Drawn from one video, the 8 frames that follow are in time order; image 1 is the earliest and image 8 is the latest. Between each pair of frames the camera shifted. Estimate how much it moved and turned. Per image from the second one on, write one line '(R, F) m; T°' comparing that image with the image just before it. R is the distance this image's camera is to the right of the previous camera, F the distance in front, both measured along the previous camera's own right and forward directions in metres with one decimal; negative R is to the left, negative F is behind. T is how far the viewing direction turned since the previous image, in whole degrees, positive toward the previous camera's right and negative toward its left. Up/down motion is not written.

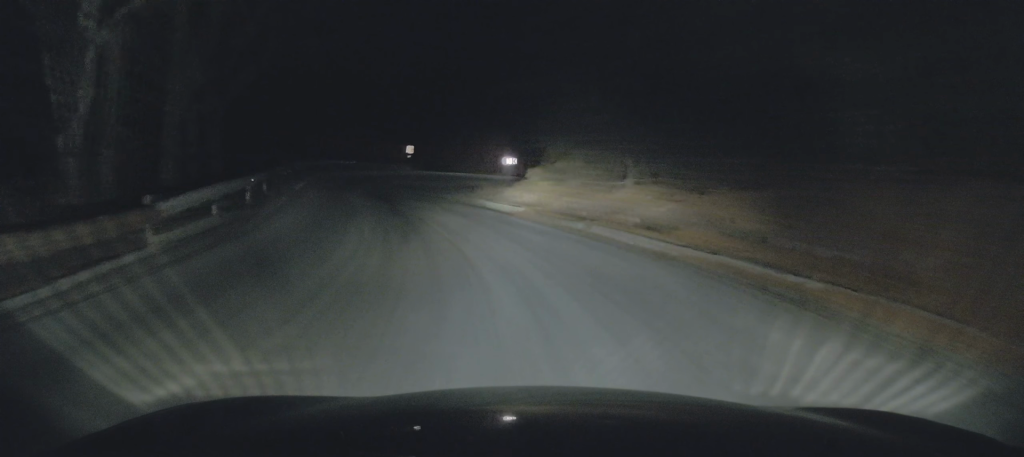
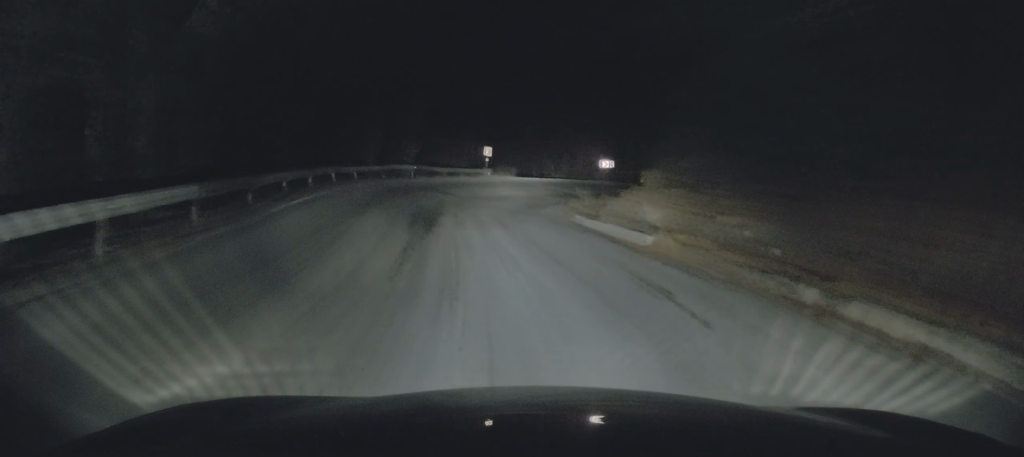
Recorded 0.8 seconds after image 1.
(-0.5, +9.6) m; -11°
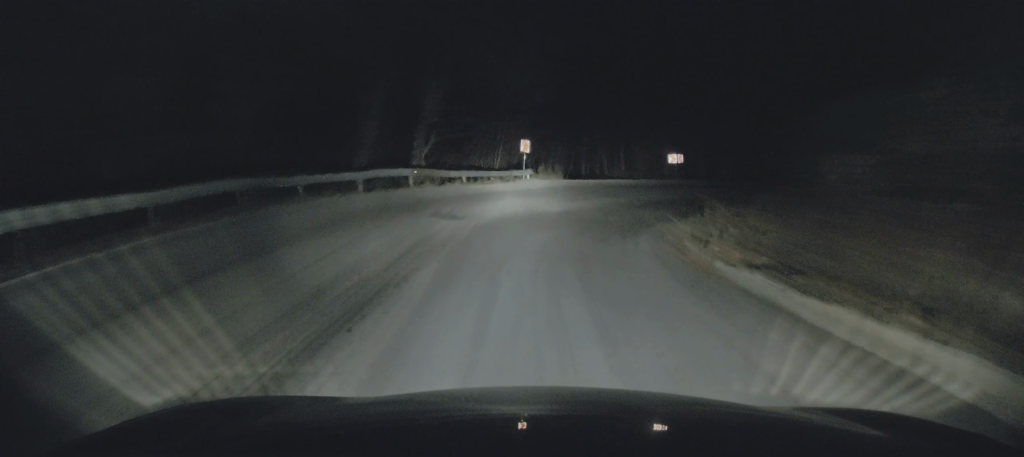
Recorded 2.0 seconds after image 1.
(-2.0, +13.2) m; -7°
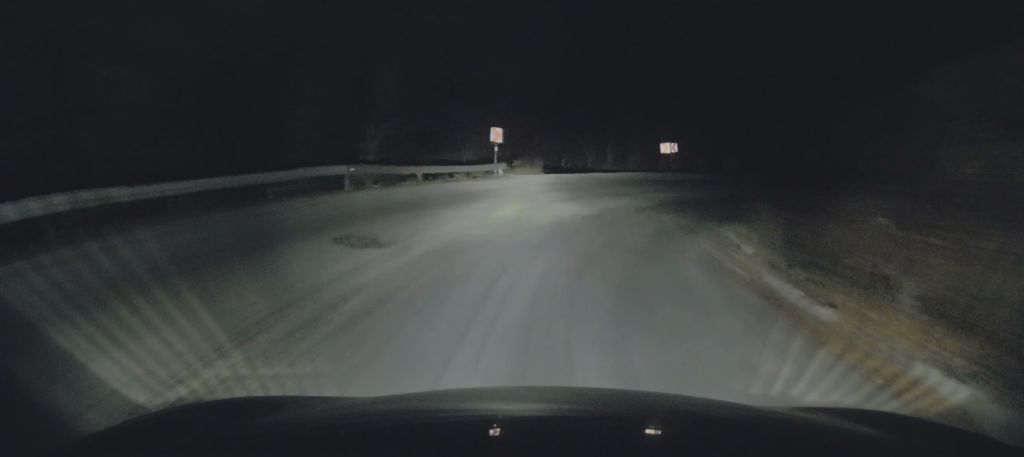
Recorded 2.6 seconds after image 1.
(0.0, +6.6) m; +3°
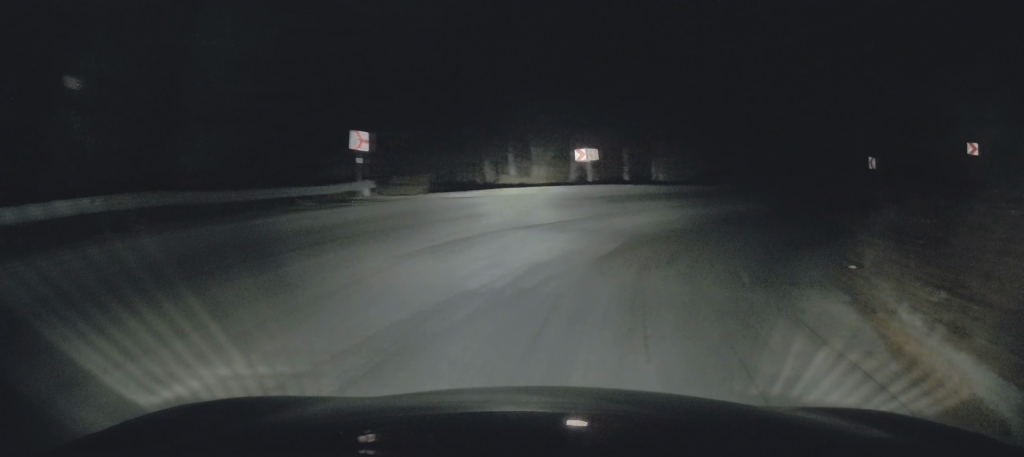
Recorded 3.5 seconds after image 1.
(+0.4, +8.5) m; +7°
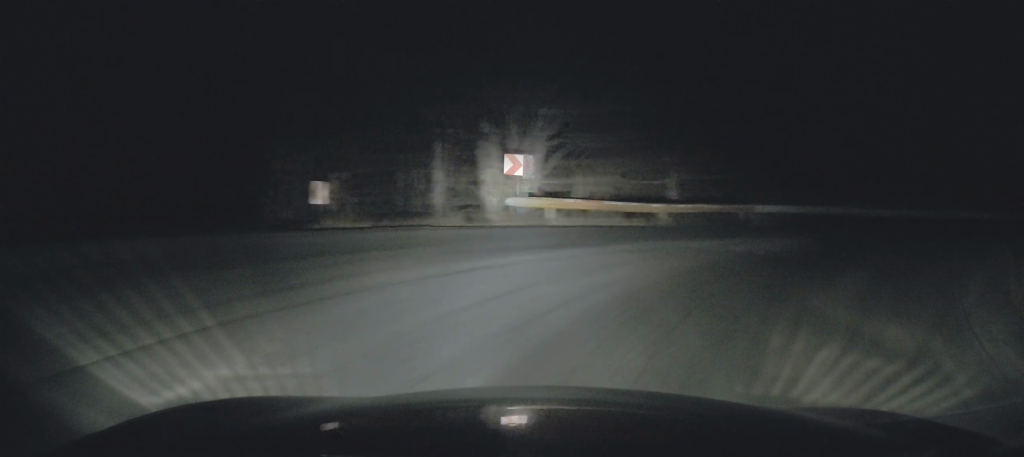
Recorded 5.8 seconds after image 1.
(+5.0, +16.7) m; +49°
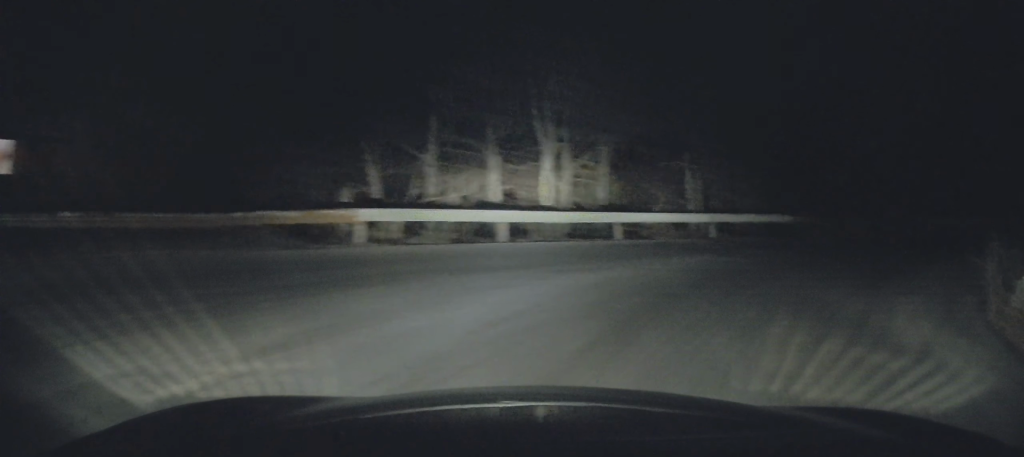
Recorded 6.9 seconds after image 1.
(+3.1, +7.6) m; +41°
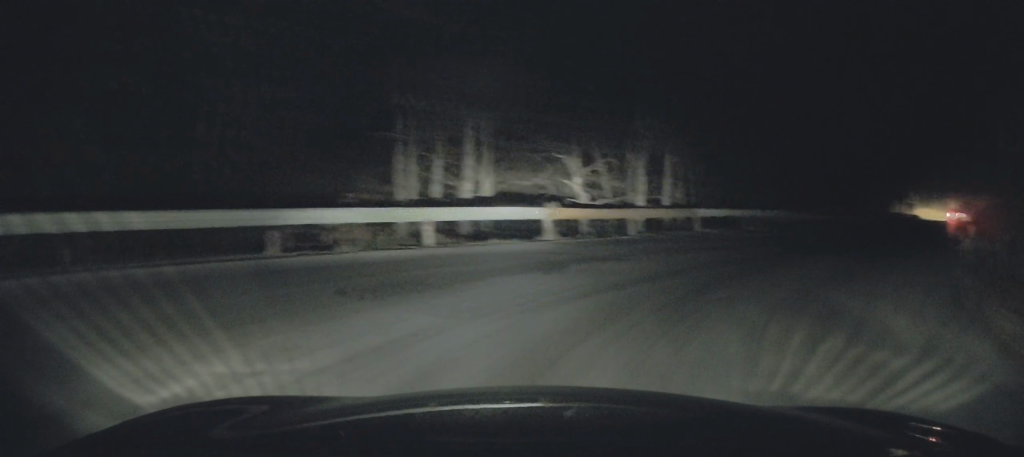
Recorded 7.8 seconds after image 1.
(+2.2, +7.8) m; +25°
